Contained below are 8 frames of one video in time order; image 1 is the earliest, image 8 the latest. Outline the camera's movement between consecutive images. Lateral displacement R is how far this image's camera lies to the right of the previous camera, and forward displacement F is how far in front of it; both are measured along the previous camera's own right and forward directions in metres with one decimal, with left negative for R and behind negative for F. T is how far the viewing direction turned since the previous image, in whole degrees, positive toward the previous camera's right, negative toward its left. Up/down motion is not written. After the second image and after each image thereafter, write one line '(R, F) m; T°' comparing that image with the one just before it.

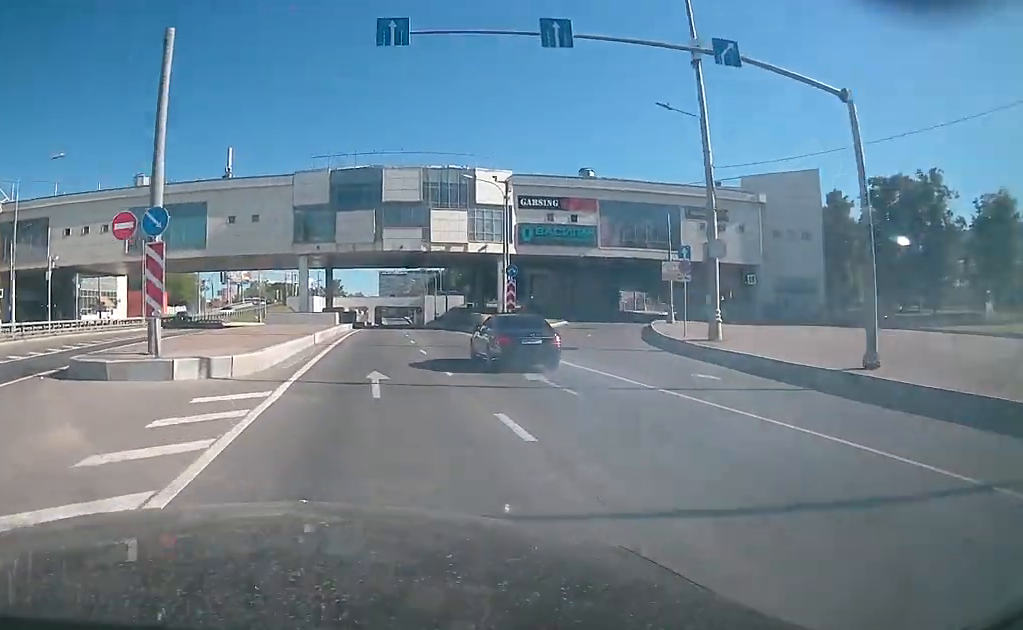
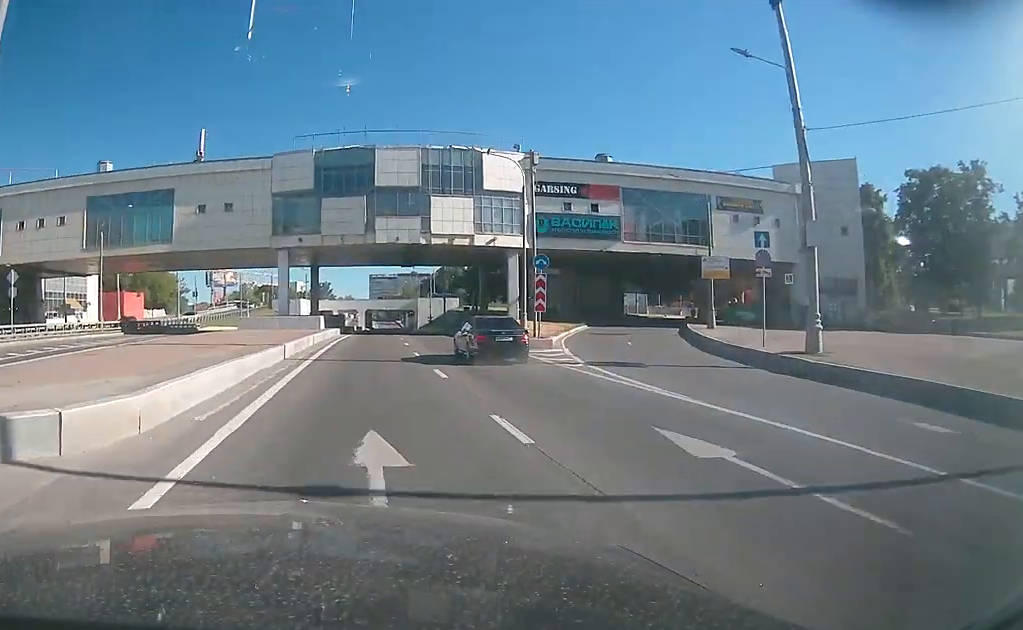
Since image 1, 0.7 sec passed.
(+0.3, +6.7) m; +7°
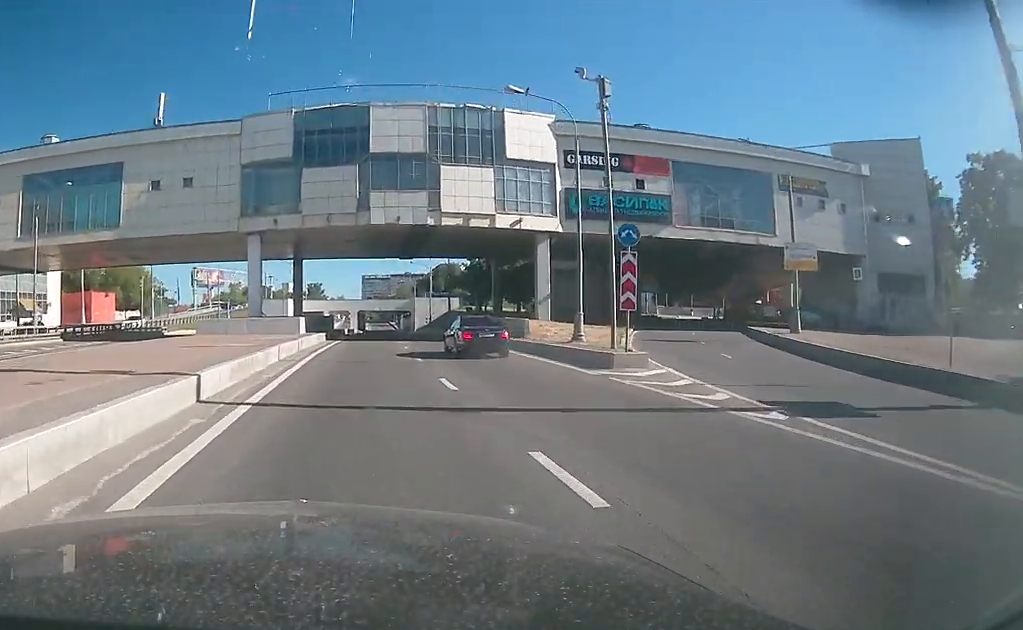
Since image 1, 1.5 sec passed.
(+0.8, +10.0) m; +7°
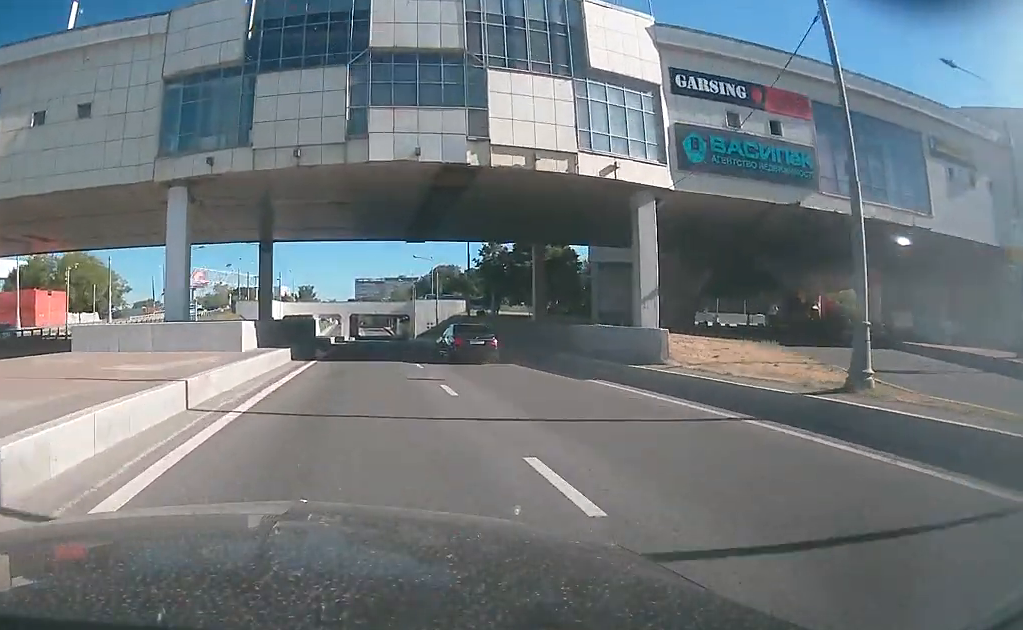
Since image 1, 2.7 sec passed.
(+0.9, +17.2) m; +3°
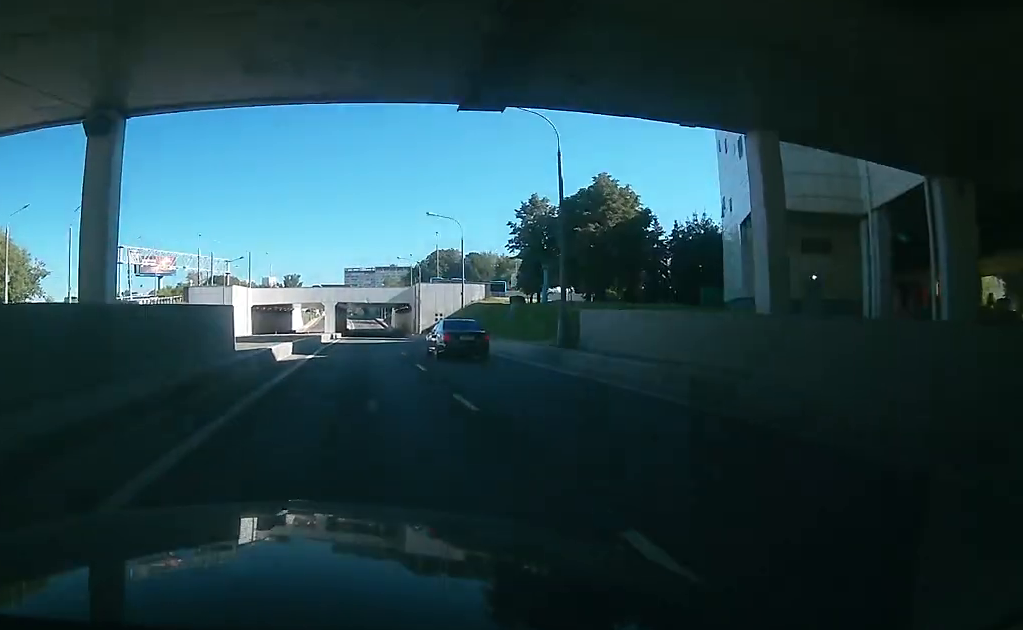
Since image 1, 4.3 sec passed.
(+0.3, +29.2) m; +1°
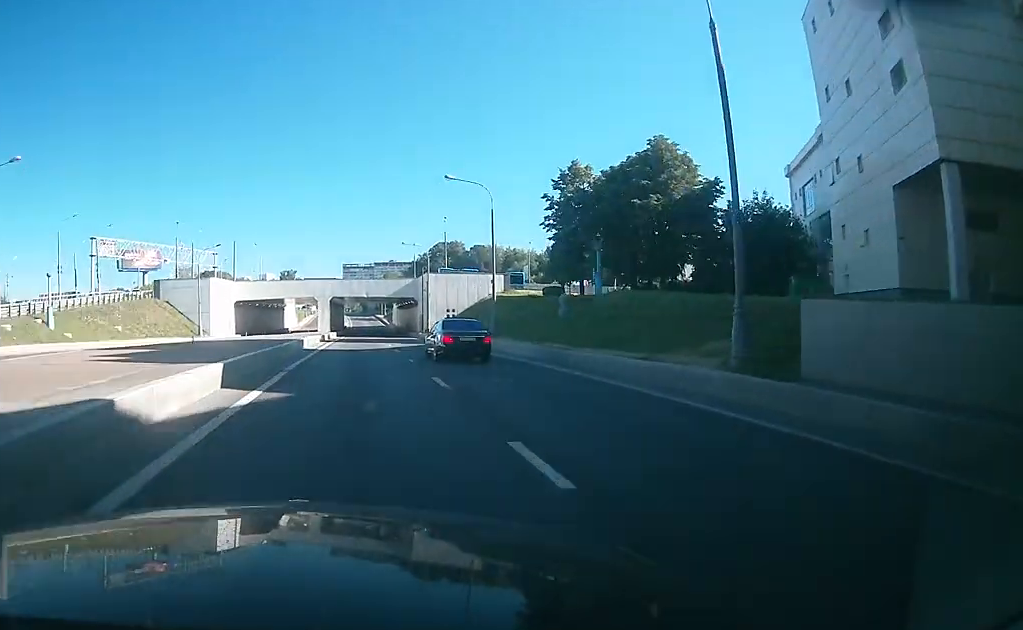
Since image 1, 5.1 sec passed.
(-0.1, +14.2) m; 0°
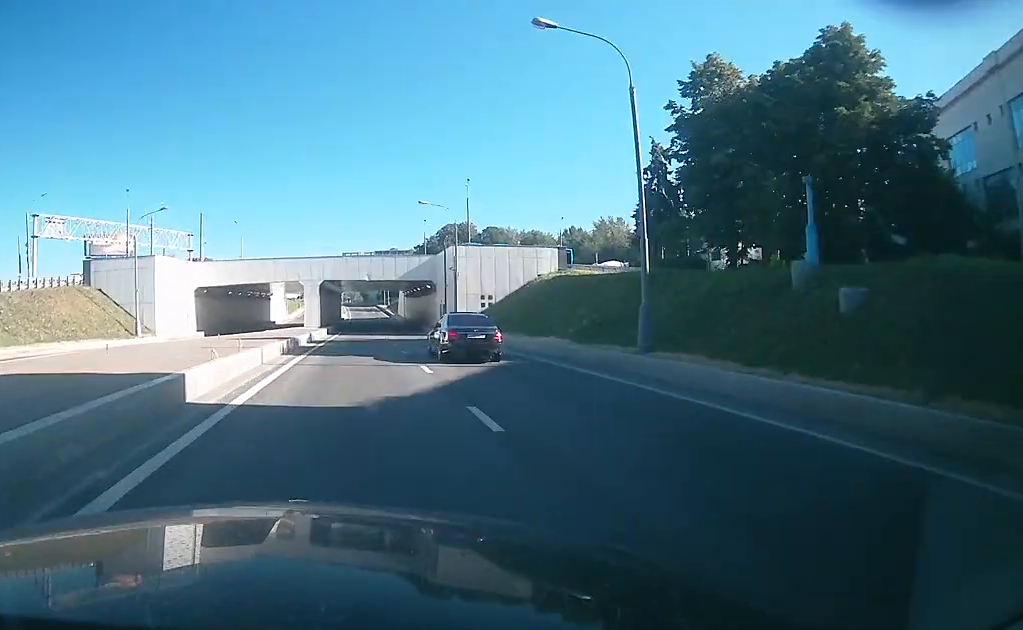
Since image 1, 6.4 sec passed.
(+0.2, +24.3) m; 0°
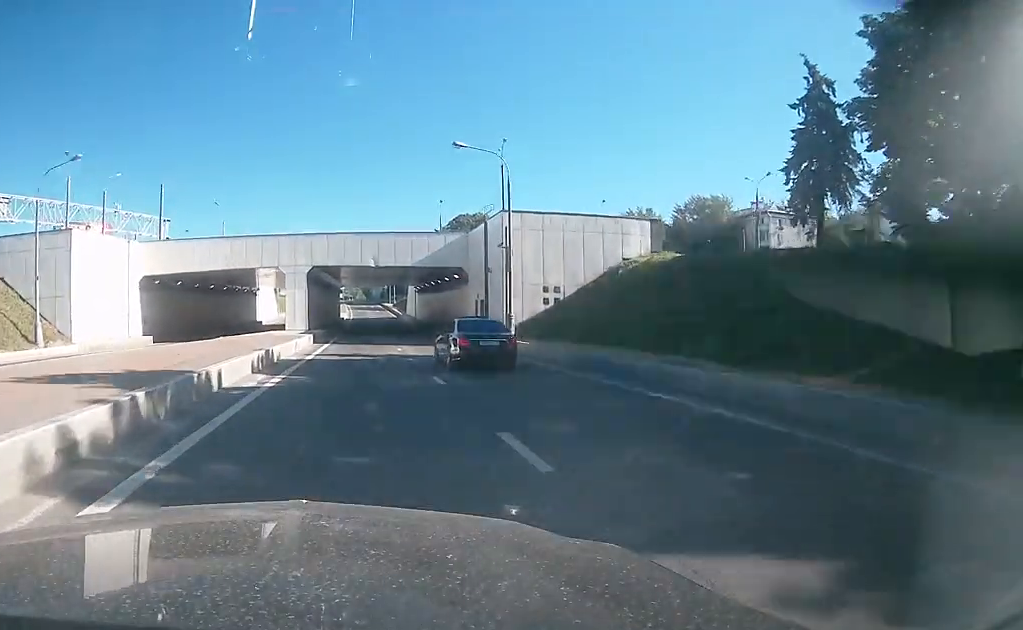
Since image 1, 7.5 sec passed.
(-0.1, +18.1) m; 0°
